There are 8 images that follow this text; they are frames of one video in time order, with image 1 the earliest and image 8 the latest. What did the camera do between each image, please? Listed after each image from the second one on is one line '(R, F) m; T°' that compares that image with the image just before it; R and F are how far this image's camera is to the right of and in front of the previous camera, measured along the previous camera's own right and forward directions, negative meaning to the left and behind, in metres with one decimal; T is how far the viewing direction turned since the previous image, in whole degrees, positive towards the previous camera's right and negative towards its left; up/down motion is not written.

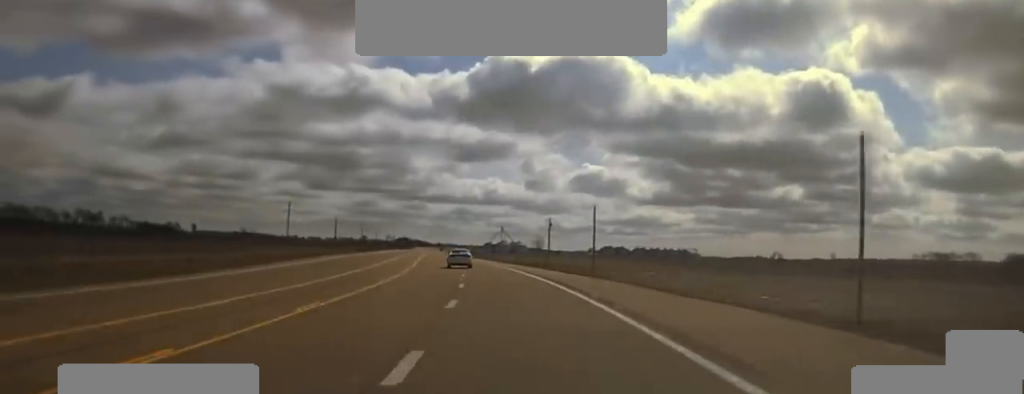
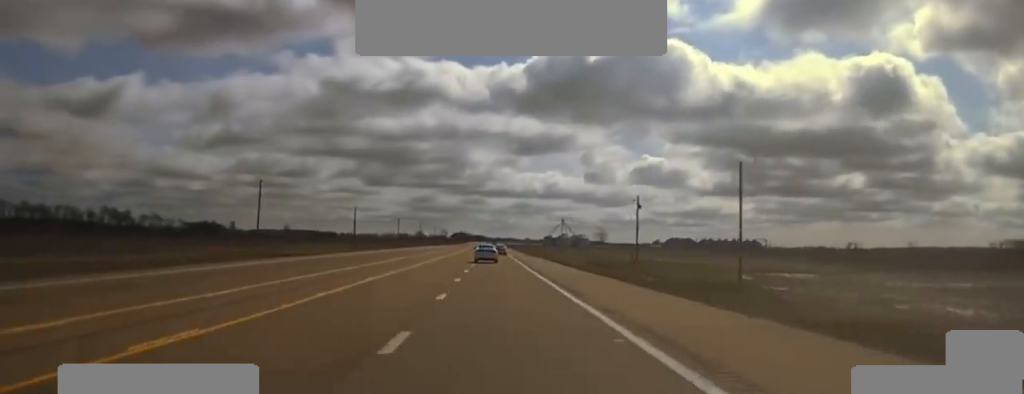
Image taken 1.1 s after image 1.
(-2.3, +62.0) m; -3°
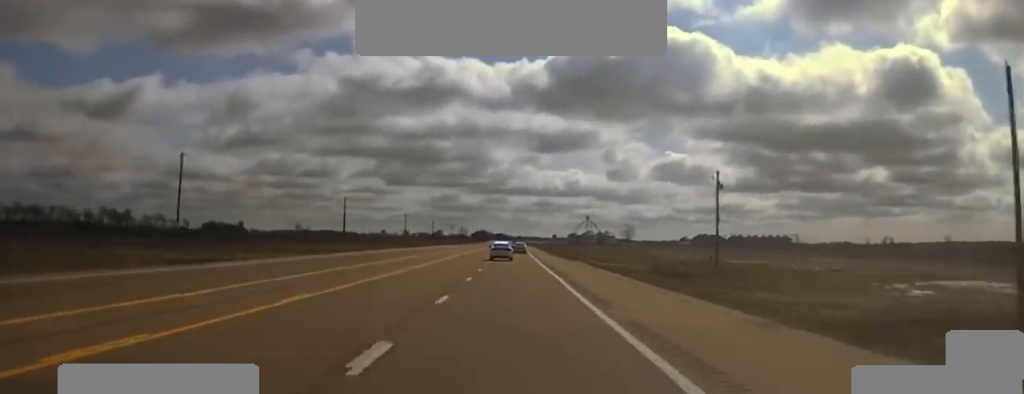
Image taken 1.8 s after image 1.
(-0.6, +42.9) m; -1°
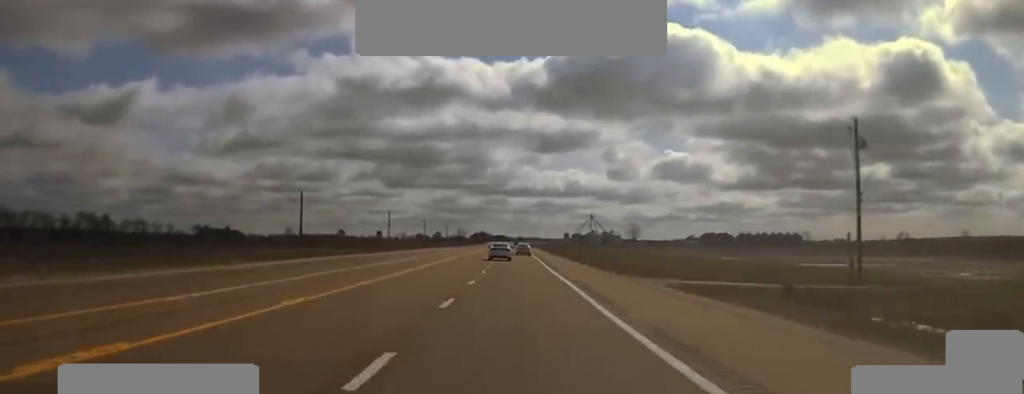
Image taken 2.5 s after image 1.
(-0.3, +38.6) m; -1°
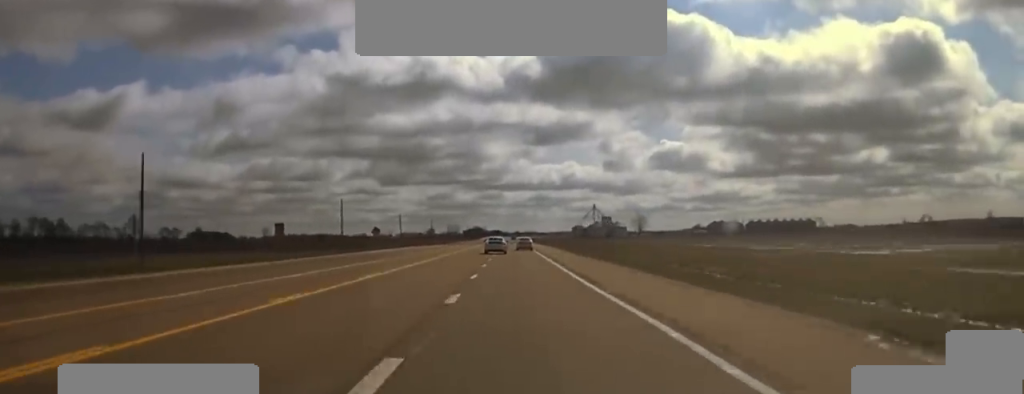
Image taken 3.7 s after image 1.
(-0.4, +65.2) m; 0°
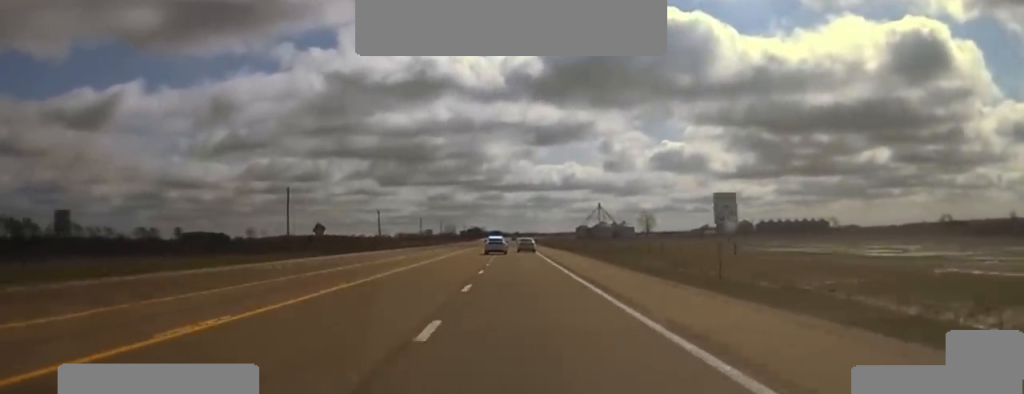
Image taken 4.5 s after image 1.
(+0.1, +40.0) m; 0°
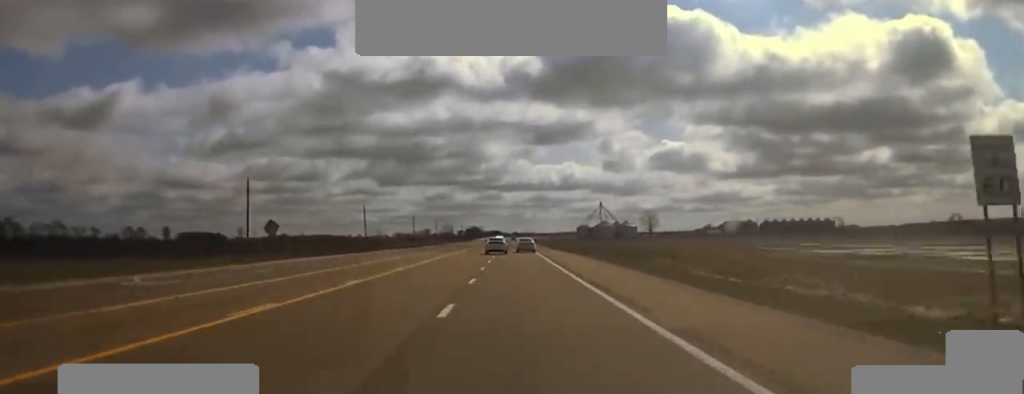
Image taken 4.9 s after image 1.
(0.0, +18.2) m; 0°
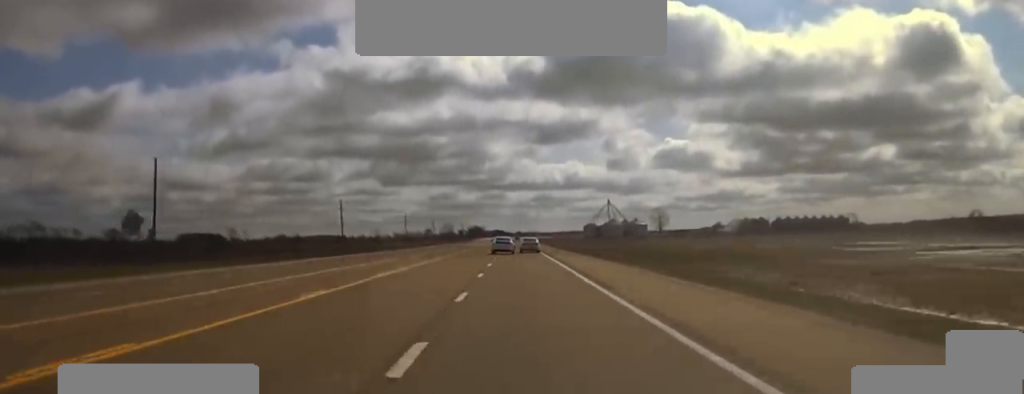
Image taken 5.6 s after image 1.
(0.0, +28.4) m; 0°
